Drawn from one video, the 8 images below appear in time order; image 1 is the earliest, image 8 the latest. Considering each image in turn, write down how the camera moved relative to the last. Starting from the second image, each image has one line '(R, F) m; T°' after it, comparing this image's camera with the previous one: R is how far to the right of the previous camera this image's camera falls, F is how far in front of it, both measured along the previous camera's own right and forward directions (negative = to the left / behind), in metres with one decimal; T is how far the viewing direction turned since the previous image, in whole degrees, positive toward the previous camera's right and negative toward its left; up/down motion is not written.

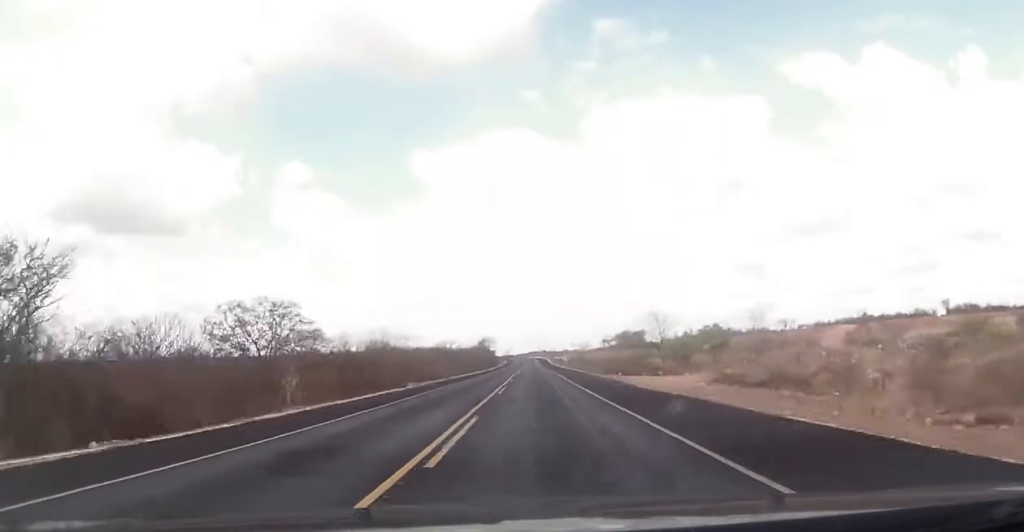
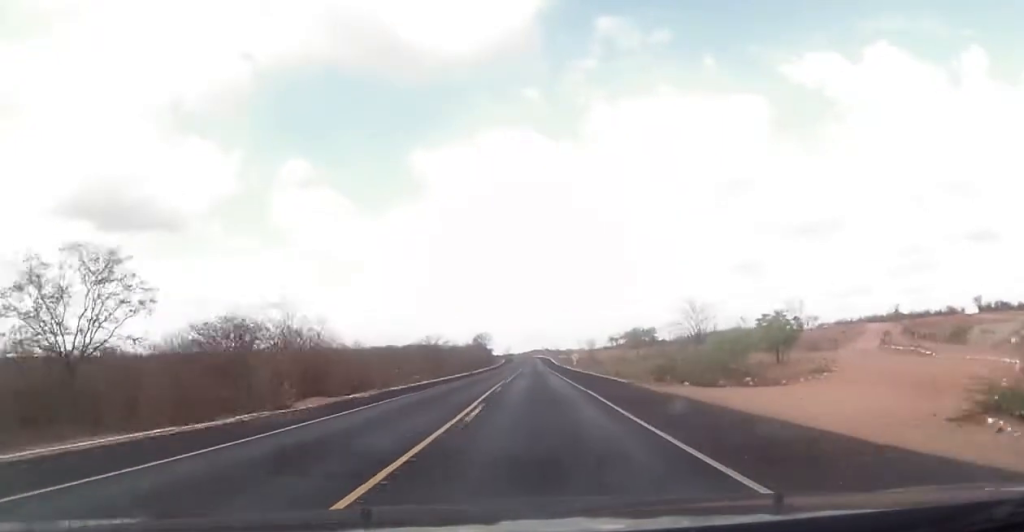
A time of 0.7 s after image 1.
(+0.3, +25.1) m; 0°
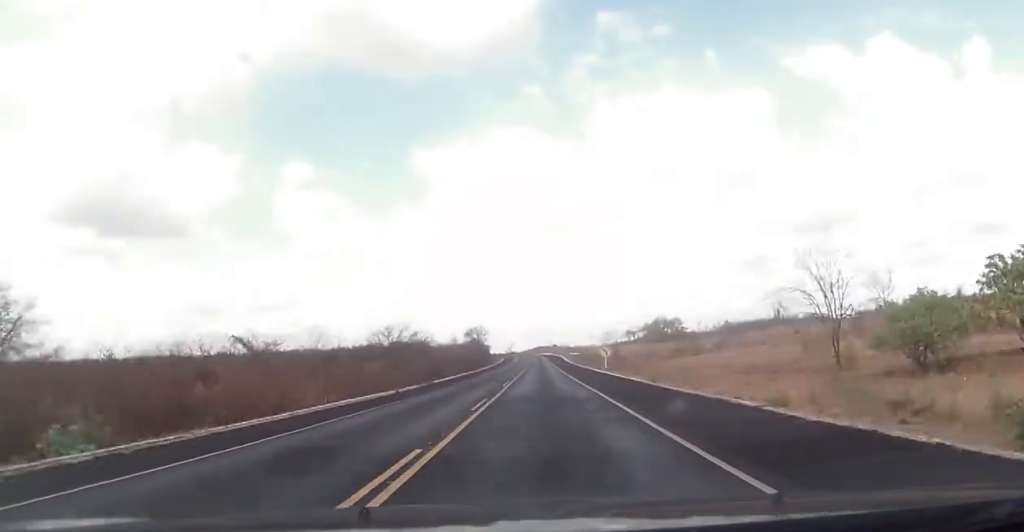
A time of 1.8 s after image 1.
(-0.3, +39.6) m; 0°
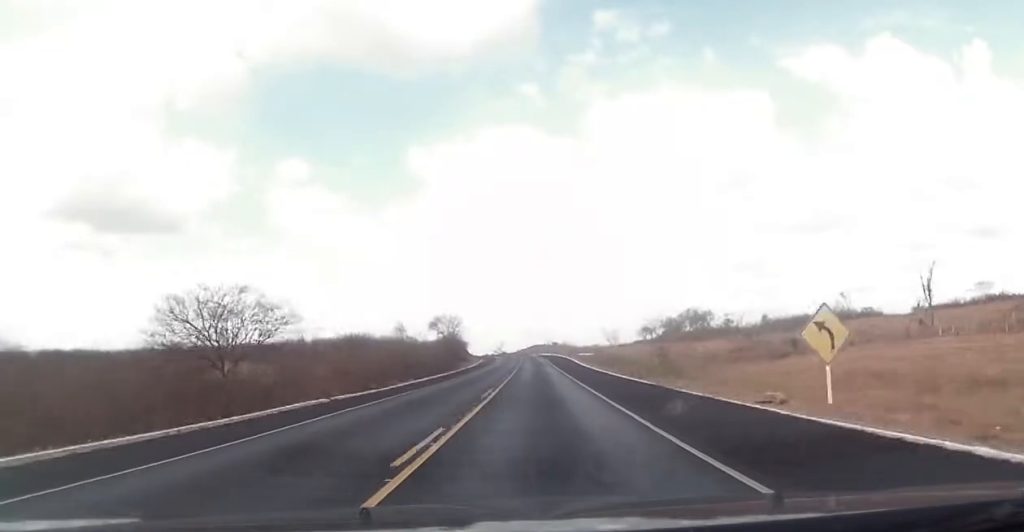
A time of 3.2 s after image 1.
(+0.4, +51.7) m; 0°
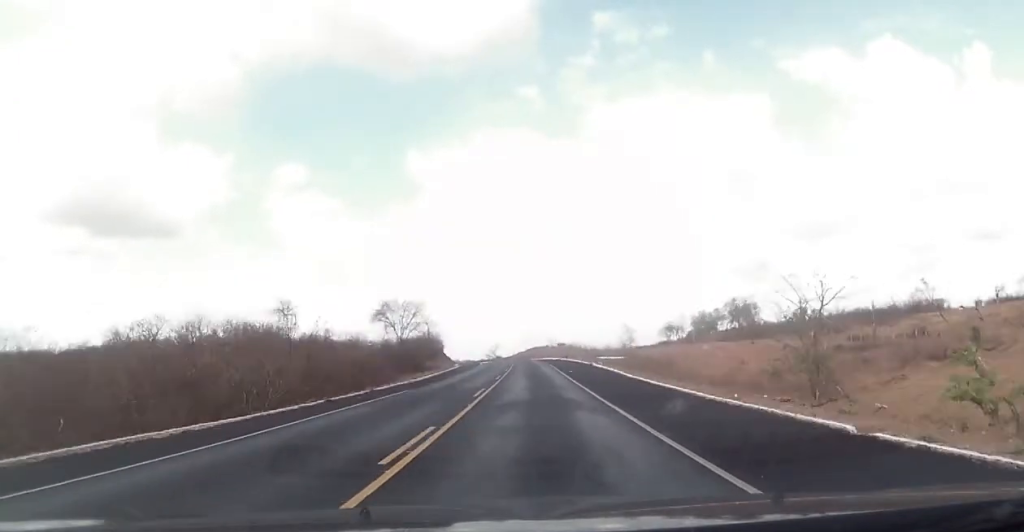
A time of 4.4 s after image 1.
(-0.4, +42.0) m; 0°
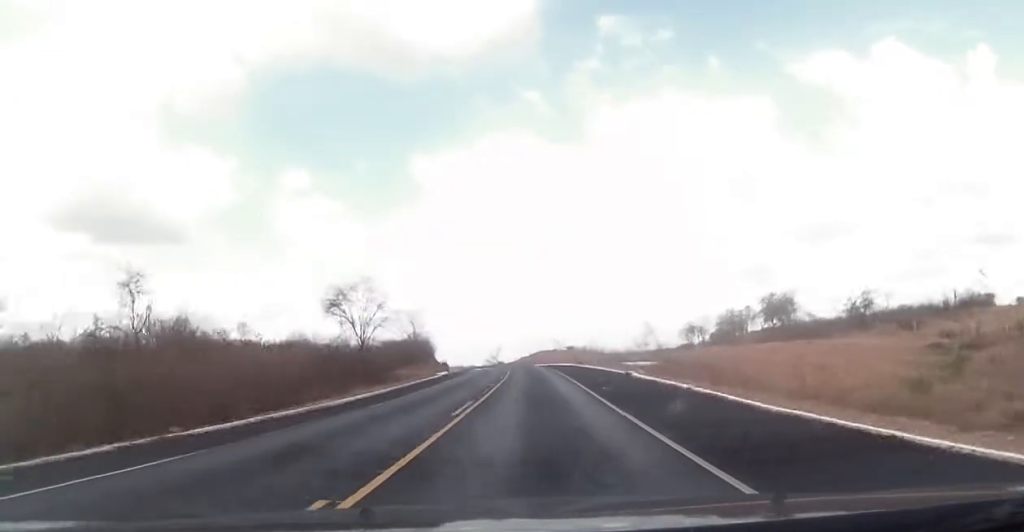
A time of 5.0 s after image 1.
(+0.1, +20.4) m; 0°
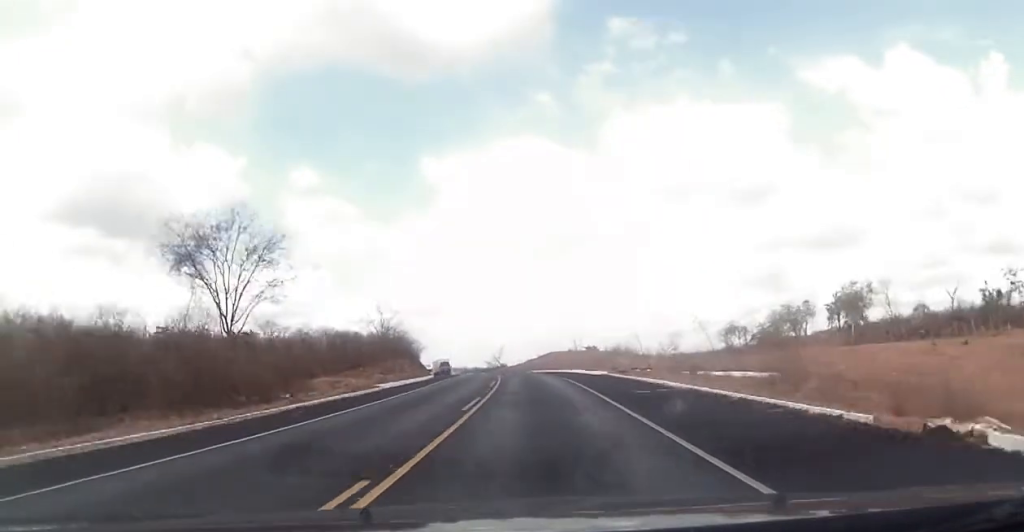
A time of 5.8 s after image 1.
(-0.1, +28.4) m; 0°
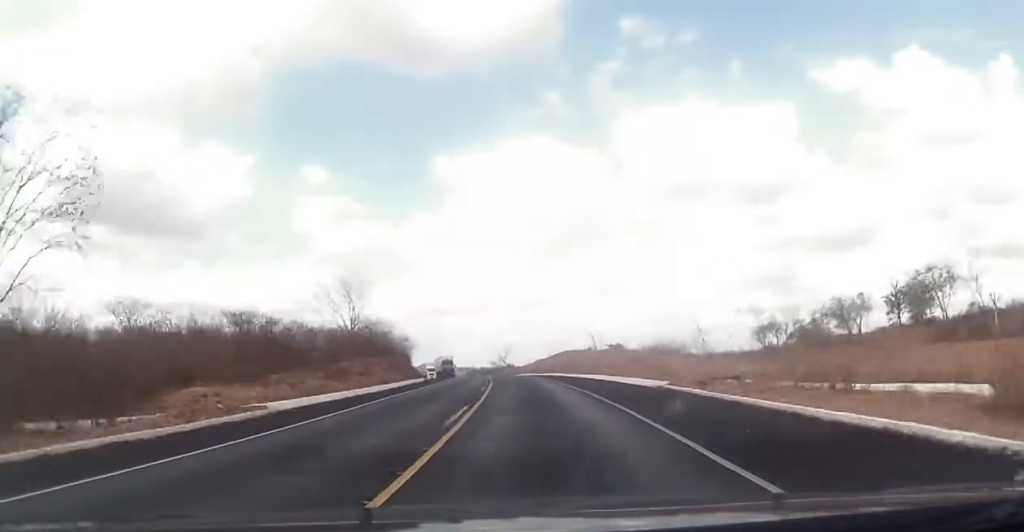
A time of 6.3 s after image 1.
(0.0, +17.6) m; -1°
